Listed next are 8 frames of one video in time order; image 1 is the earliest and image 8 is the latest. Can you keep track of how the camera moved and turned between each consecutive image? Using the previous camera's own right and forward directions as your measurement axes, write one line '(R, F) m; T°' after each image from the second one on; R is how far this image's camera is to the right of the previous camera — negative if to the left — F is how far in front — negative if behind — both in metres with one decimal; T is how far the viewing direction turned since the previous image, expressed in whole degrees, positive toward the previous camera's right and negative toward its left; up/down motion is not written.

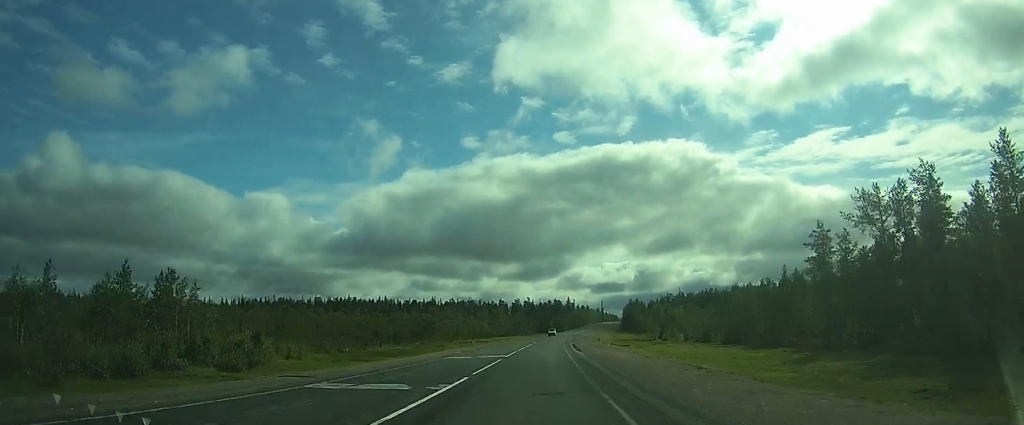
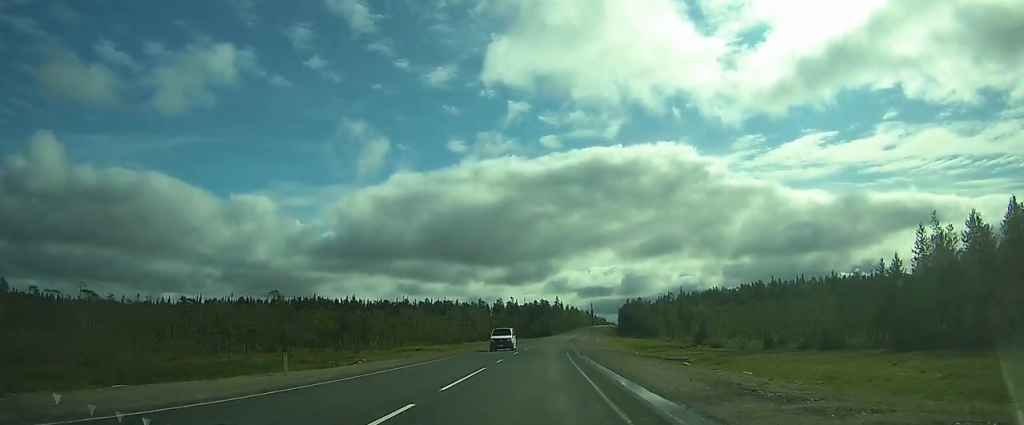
(+0.3, +42.9) m; 0°
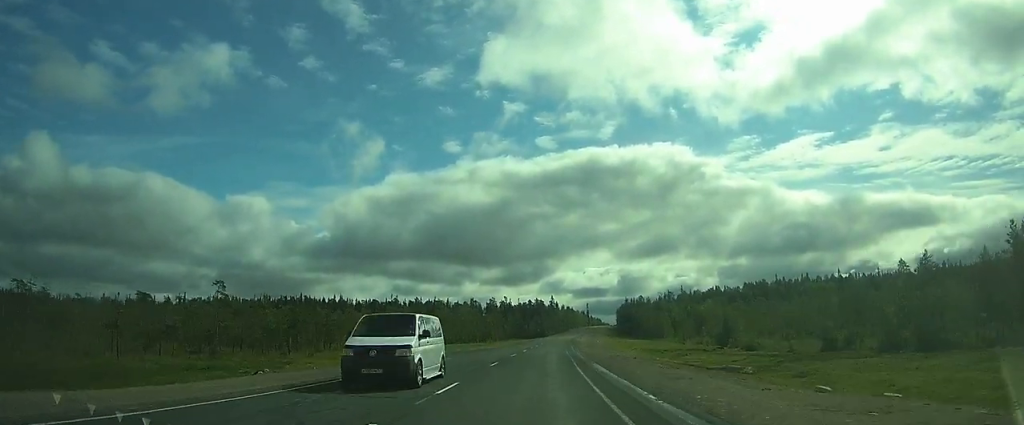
(0.0, +14.6) m; 0°
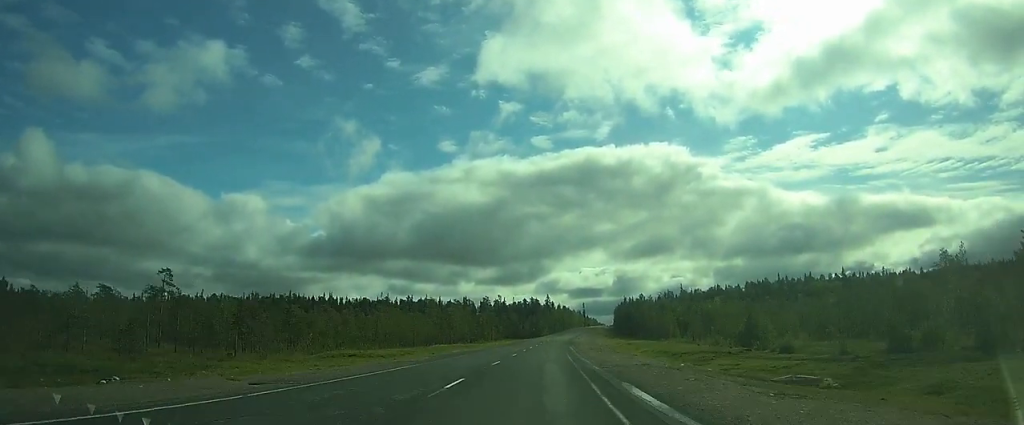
(0.0, +10.6) m; +1°
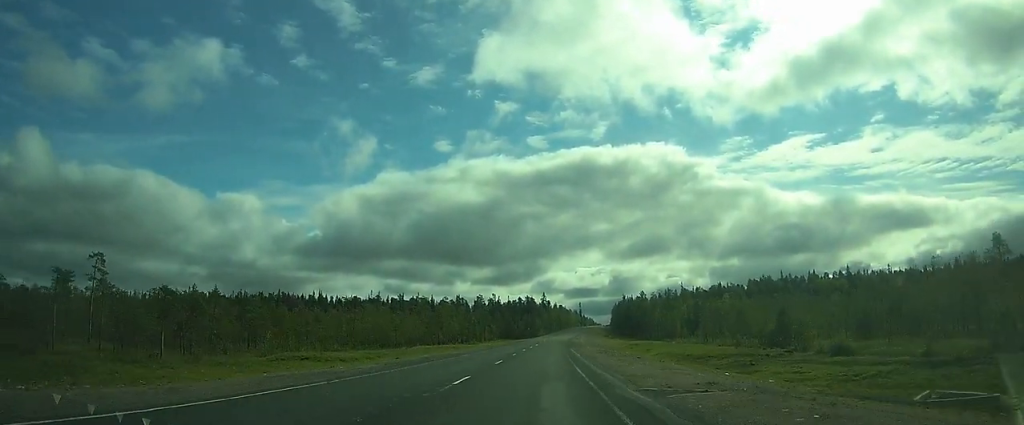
(-0.1, +10.6) m; +1°
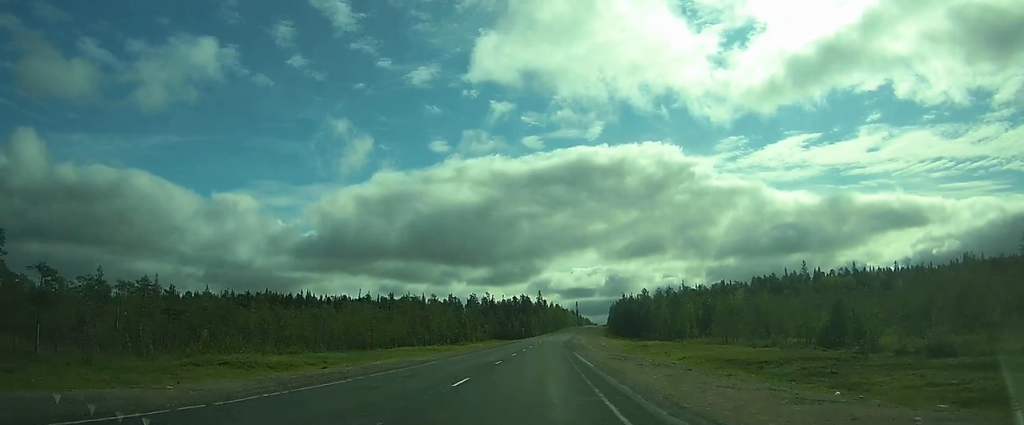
(+0.3, +11.9) m; 0°
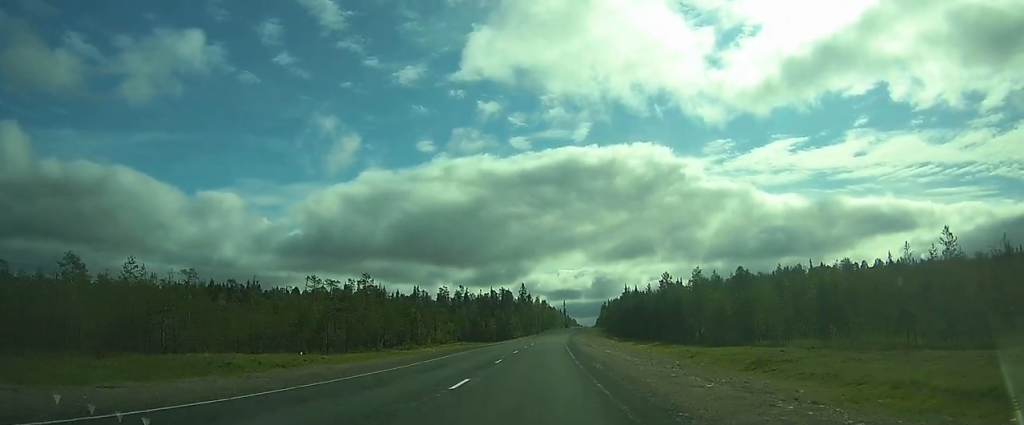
(-0.4, +48.2) m; 0°
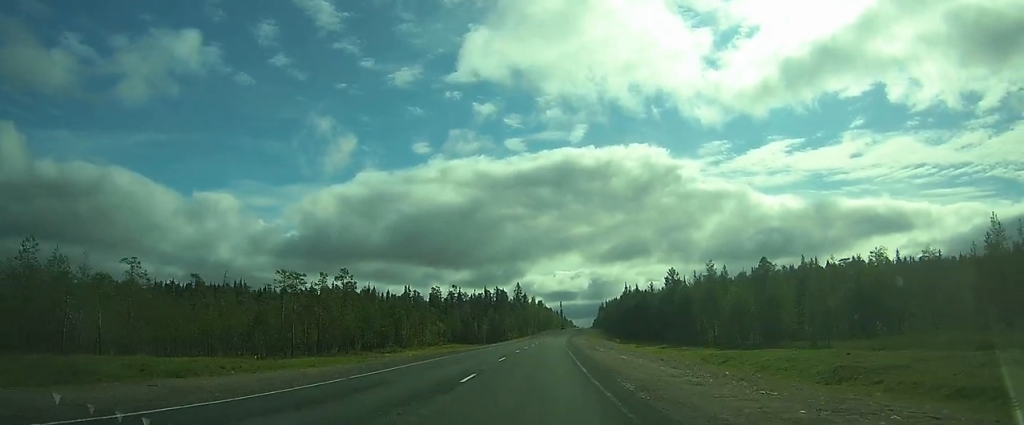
(0.0, +9.6) m; 0°
